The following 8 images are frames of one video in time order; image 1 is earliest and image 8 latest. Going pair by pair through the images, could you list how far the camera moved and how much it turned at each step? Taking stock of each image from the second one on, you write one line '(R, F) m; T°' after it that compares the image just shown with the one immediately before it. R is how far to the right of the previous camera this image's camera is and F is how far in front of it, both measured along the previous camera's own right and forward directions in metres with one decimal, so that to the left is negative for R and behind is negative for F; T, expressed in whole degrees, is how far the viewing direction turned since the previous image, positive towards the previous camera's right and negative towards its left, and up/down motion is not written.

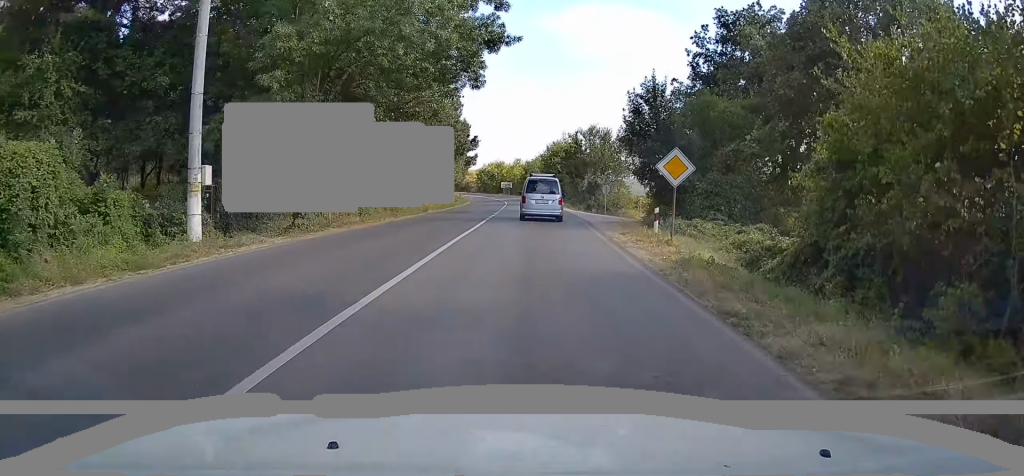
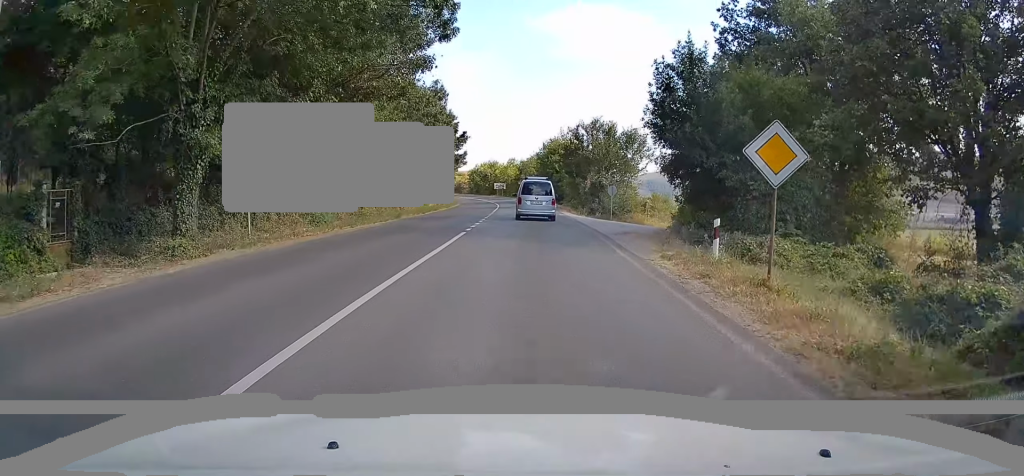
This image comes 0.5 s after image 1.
(0.0, +6.8) m; +1°
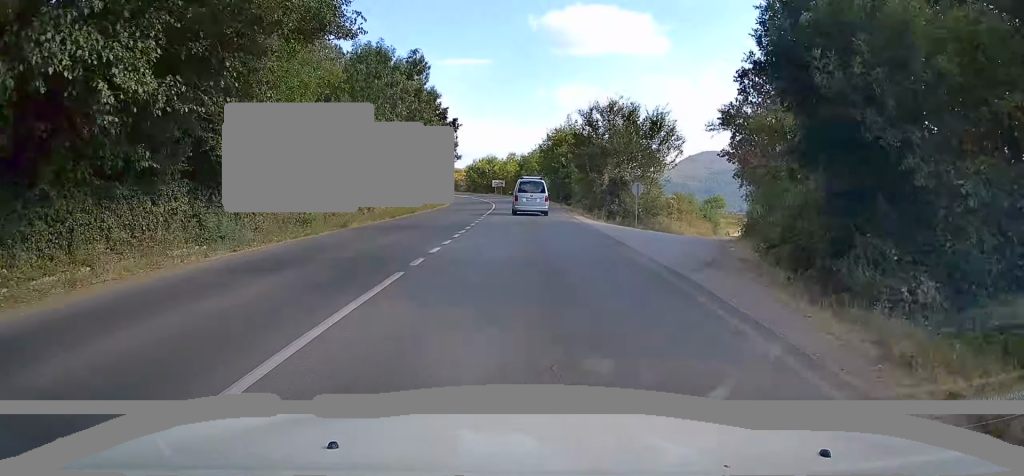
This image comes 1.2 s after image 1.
(+0.2, +9.7) m; 0°
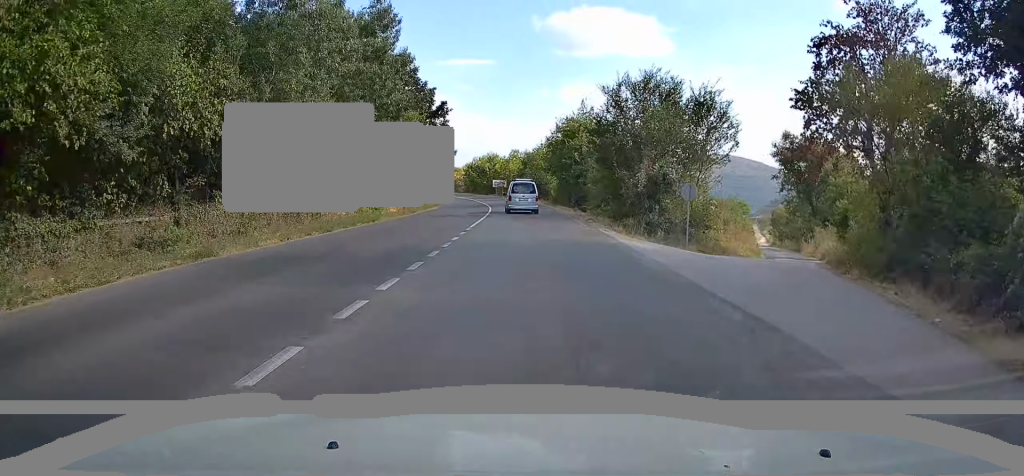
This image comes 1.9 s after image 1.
(0.0, +10.3) m; 0°
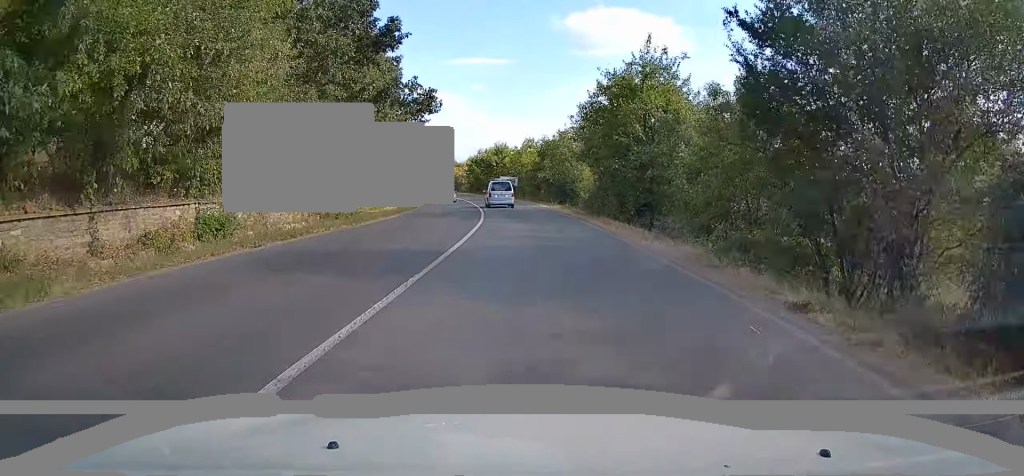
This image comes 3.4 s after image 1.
(-0.2, +21.2) m; -2°
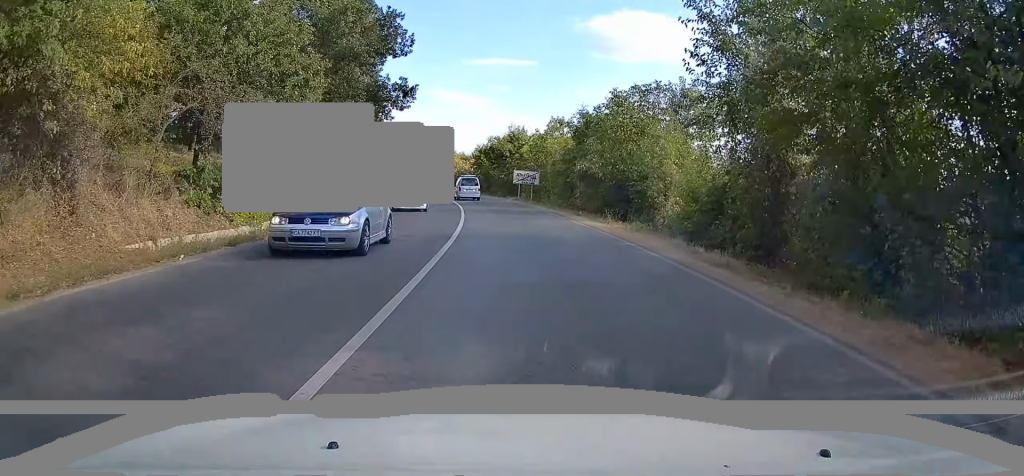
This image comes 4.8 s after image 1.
(-0.6, +22.2) m; -2°
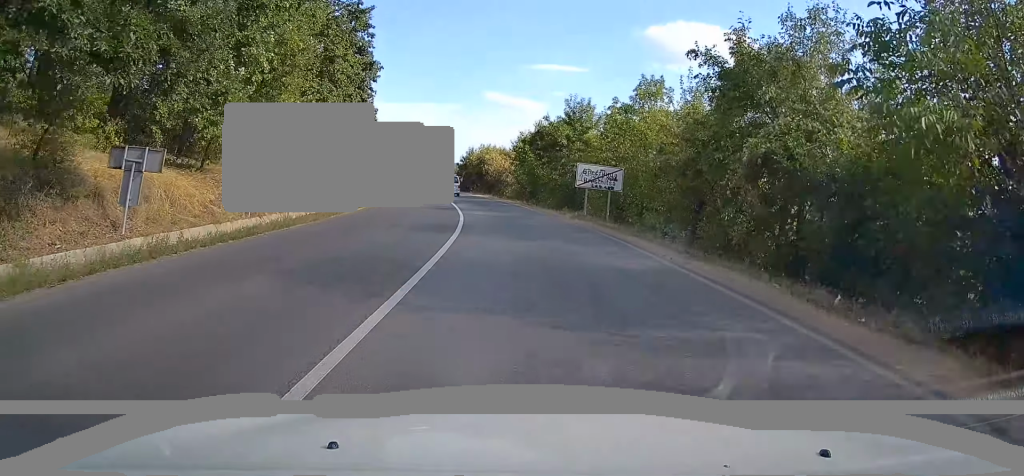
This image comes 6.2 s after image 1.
(-0.2, +22.4) m; -3°
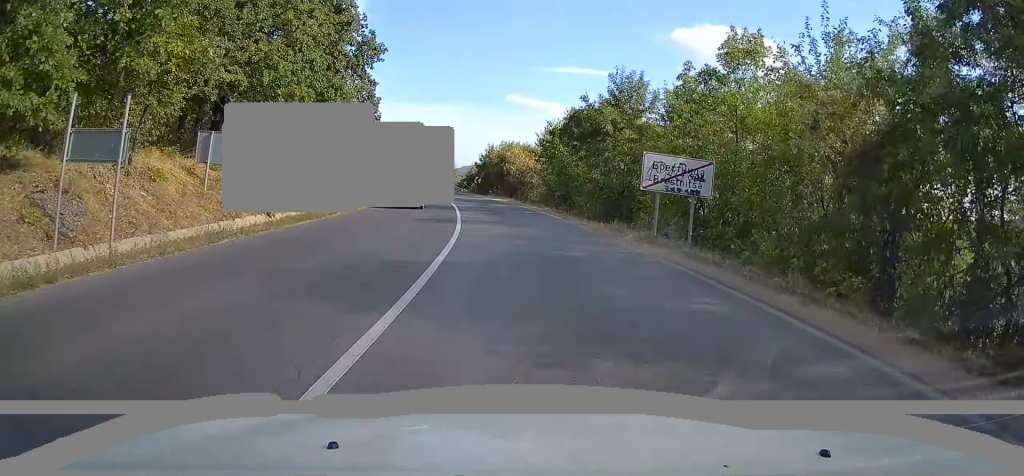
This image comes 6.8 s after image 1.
(-0.2, +10.2) m; -2°
